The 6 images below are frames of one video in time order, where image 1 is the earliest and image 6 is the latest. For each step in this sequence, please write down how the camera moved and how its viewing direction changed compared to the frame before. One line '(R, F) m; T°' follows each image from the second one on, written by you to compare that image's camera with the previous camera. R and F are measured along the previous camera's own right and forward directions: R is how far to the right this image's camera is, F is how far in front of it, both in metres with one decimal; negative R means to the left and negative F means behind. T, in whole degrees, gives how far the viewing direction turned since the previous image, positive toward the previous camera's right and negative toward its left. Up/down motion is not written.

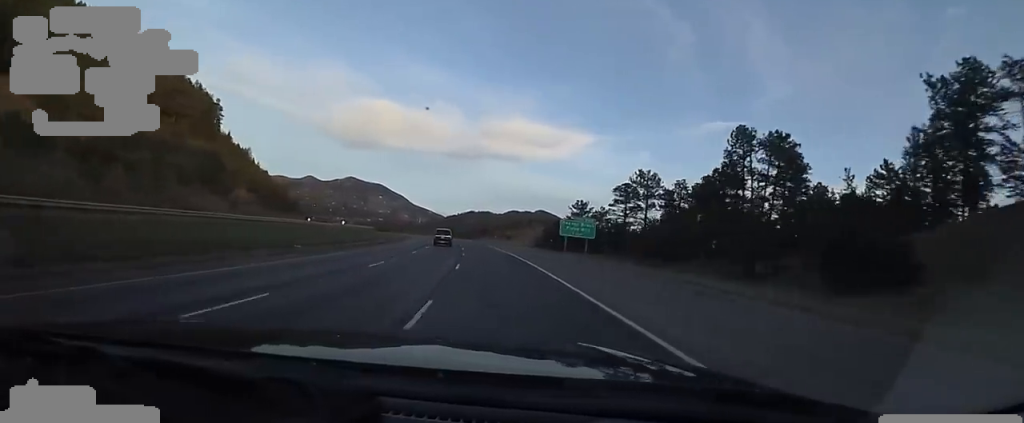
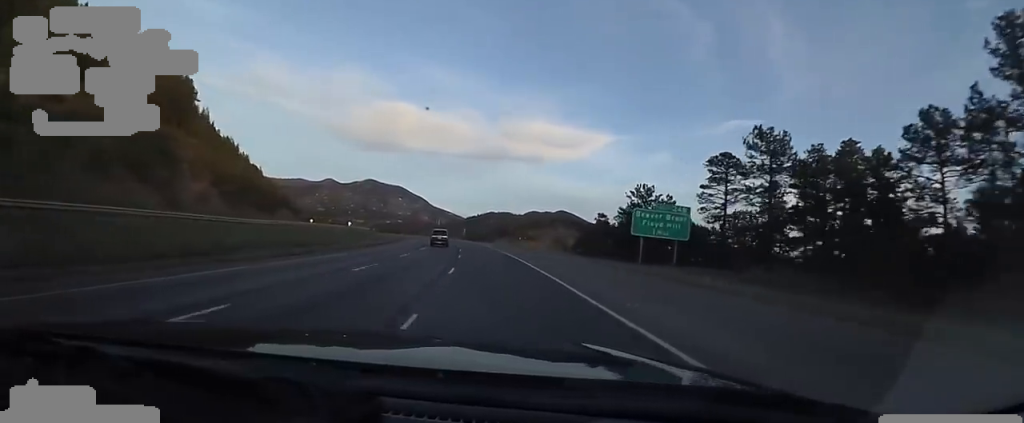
(-0.6, +25.7) m; -4°
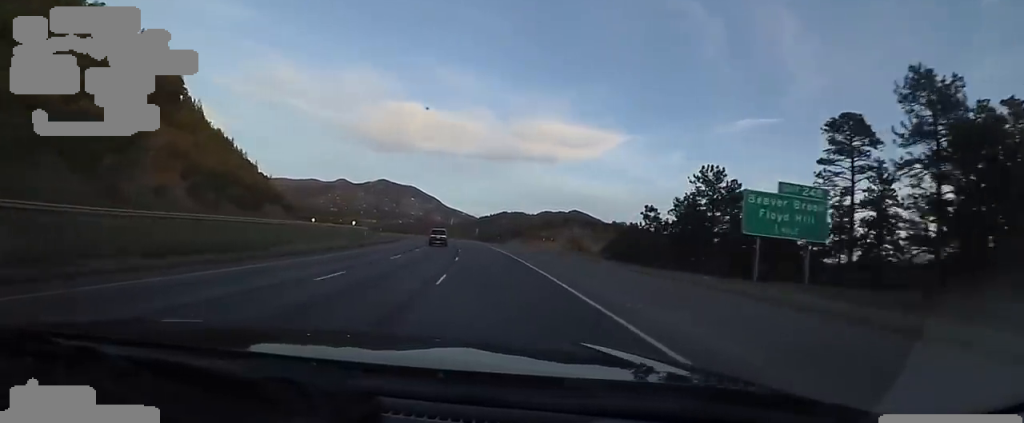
(-0.4, +15.4) m; -3°
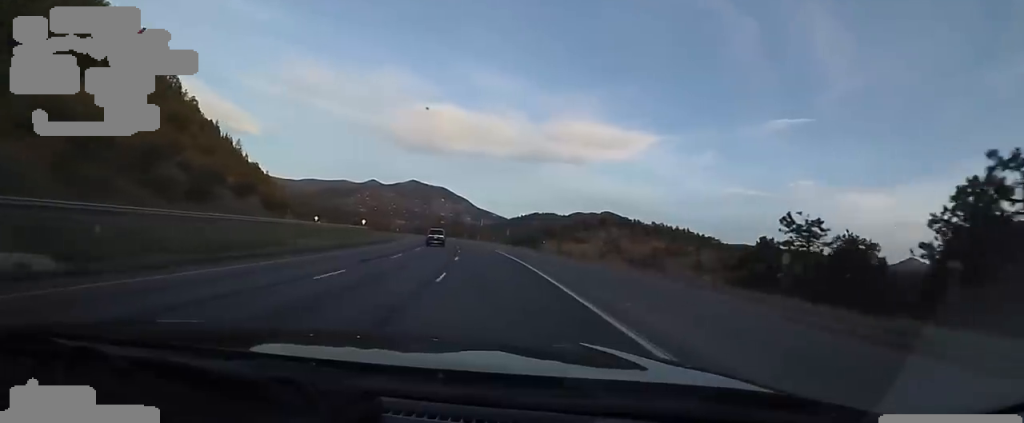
(-1.7, +35.1) m; -6°
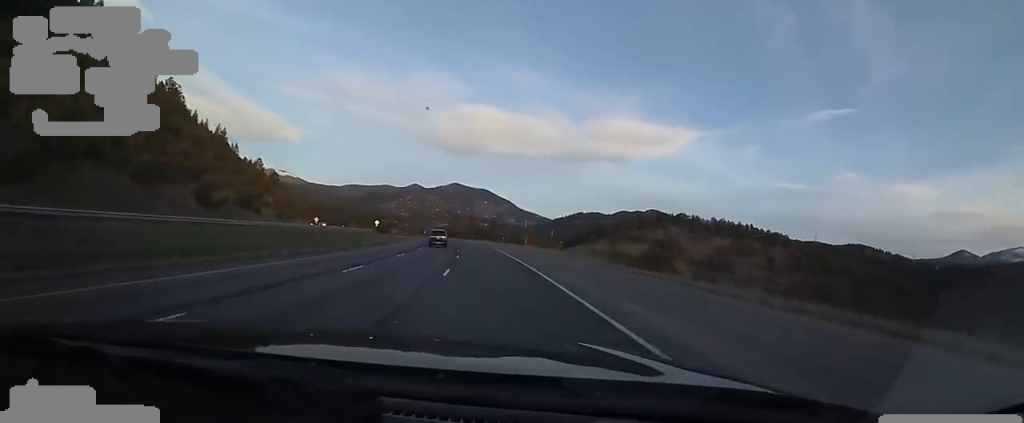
(-2.4, +45.8) m; -4°
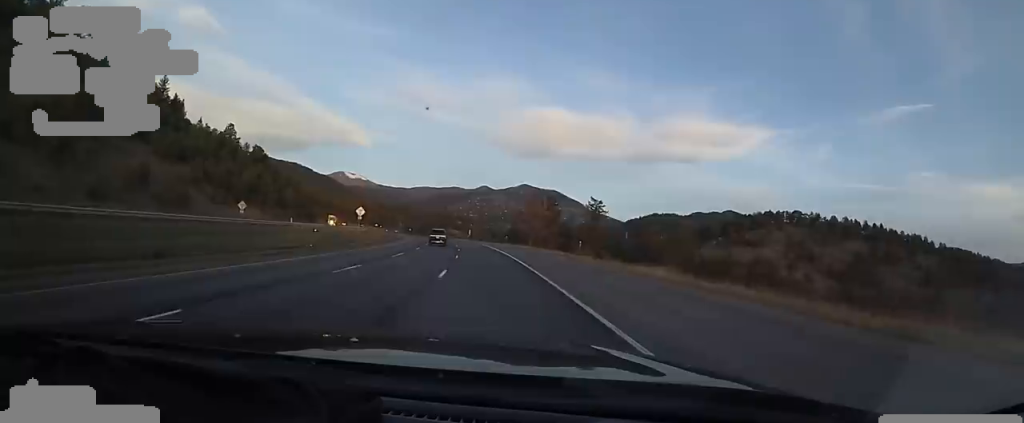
(-3.5, +86.2) m; -9°
